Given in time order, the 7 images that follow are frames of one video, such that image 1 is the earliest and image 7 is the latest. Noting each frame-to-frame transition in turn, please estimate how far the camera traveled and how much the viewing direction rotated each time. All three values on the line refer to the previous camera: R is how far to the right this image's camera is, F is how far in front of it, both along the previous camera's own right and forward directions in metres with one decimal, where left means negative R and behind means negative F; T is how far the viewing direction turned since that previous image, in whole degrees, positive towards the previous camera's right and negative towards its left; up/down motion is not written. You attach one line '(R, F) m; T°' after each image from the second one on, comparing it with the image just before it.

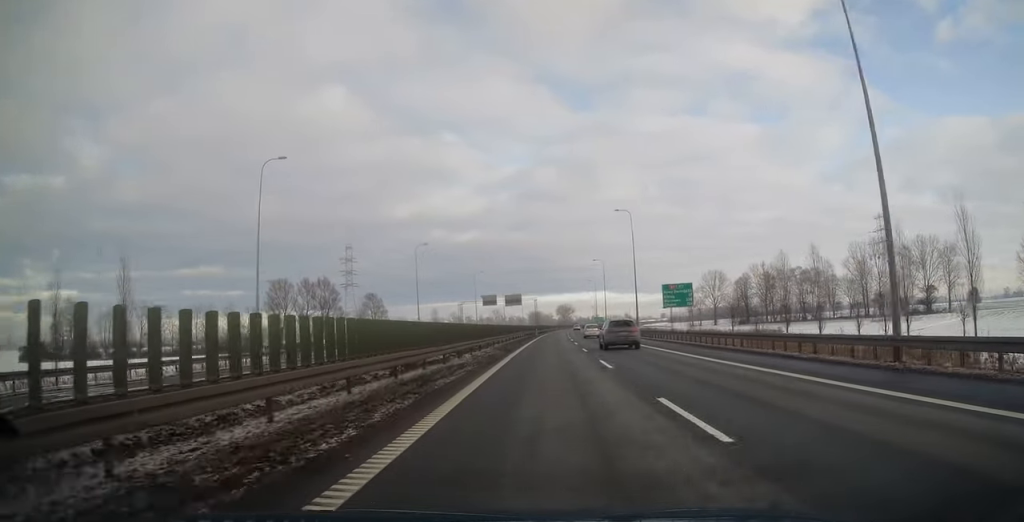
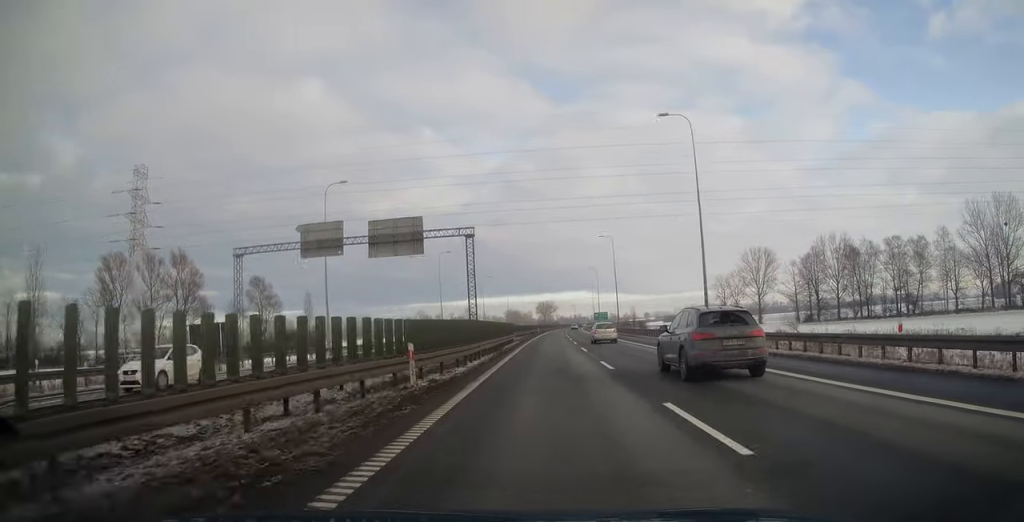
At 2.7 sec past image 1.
(+1.5, +84.3) m; +2°
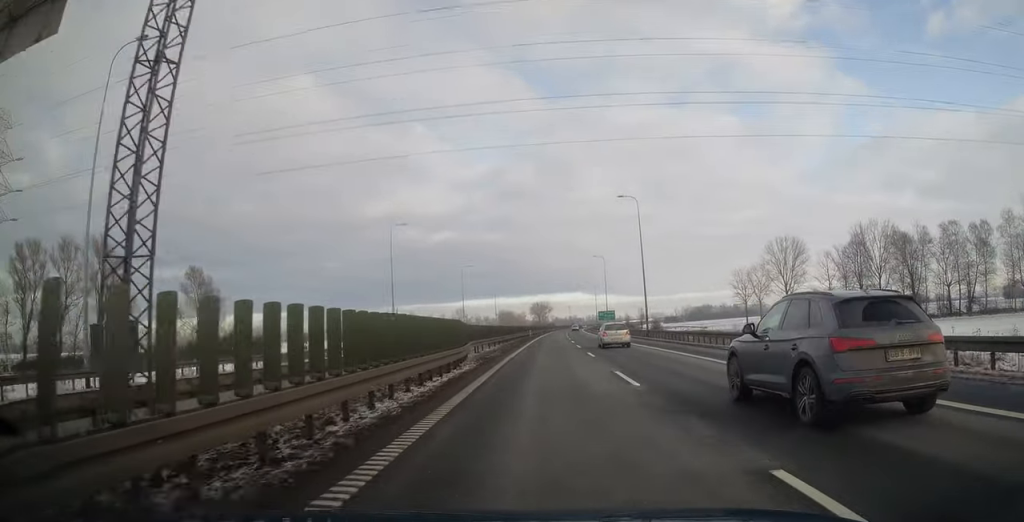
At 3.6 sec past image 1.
(+0.3, +28.7) m; +1°
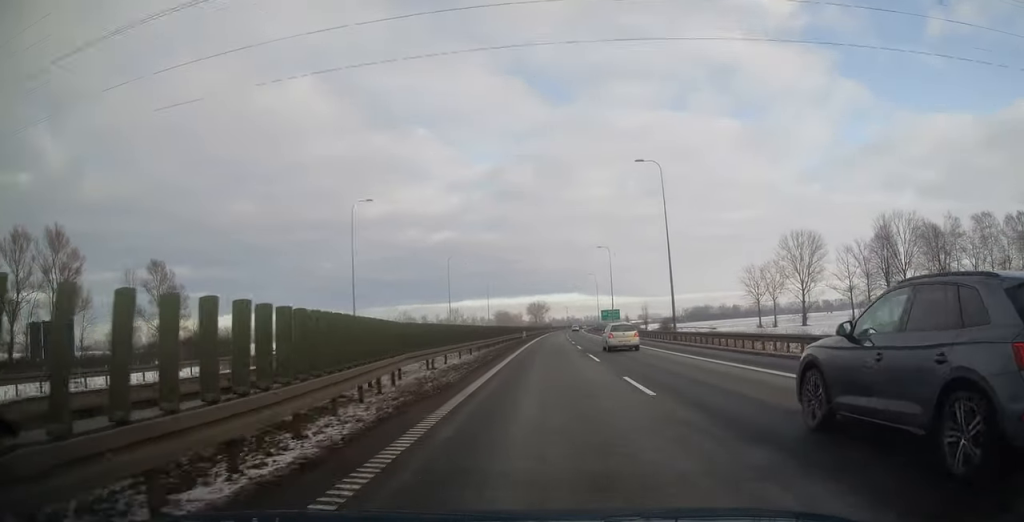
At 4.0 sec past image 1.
(0.0, +13.8) m; 0°
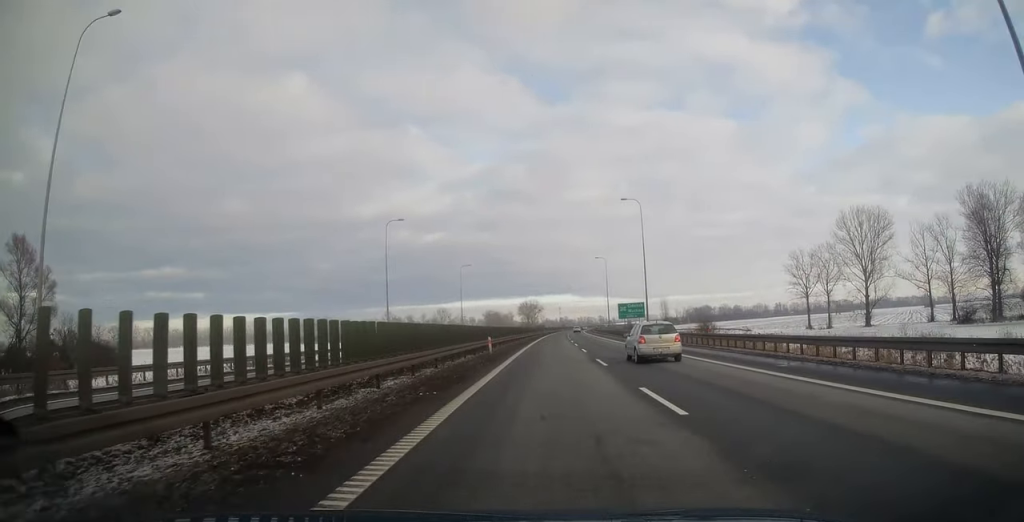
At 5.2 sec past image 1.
(0.0, +38.3) m; 0°
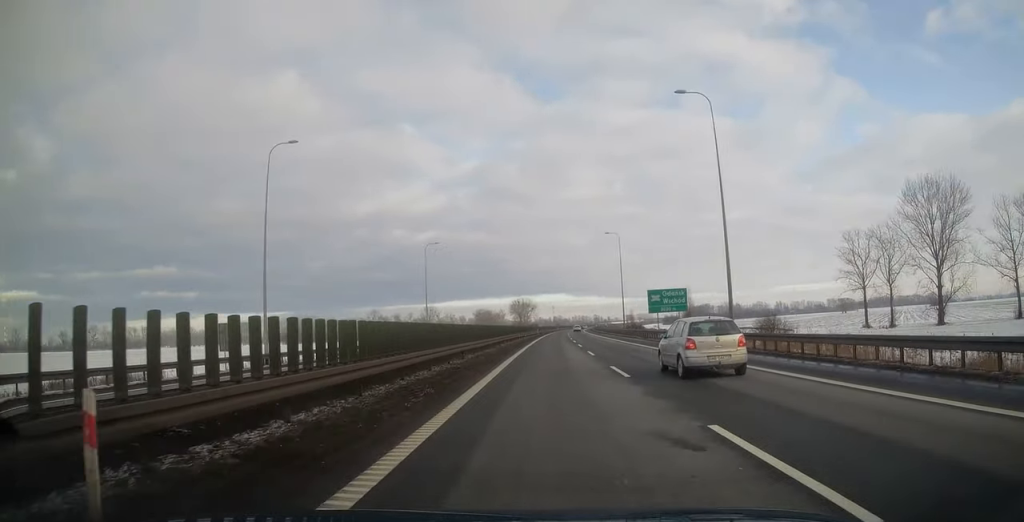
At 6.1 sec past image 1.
(0.0, +29.3) m; +1°
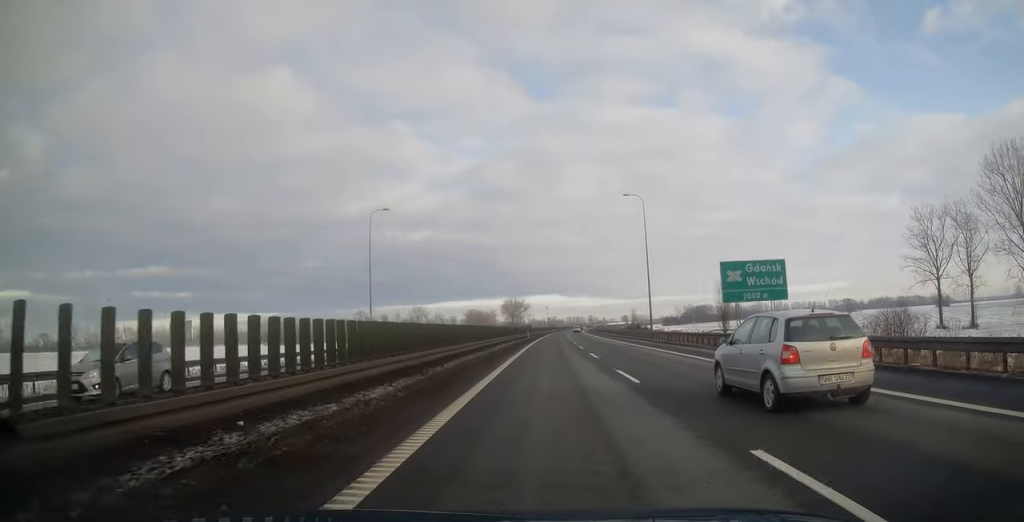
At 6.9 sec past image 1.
(+0.2, +25.5) m; +1°
